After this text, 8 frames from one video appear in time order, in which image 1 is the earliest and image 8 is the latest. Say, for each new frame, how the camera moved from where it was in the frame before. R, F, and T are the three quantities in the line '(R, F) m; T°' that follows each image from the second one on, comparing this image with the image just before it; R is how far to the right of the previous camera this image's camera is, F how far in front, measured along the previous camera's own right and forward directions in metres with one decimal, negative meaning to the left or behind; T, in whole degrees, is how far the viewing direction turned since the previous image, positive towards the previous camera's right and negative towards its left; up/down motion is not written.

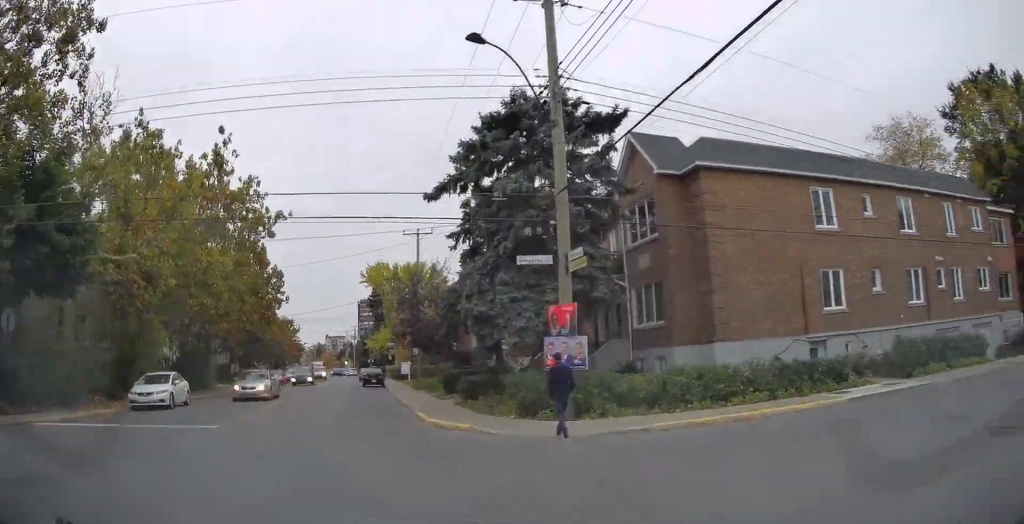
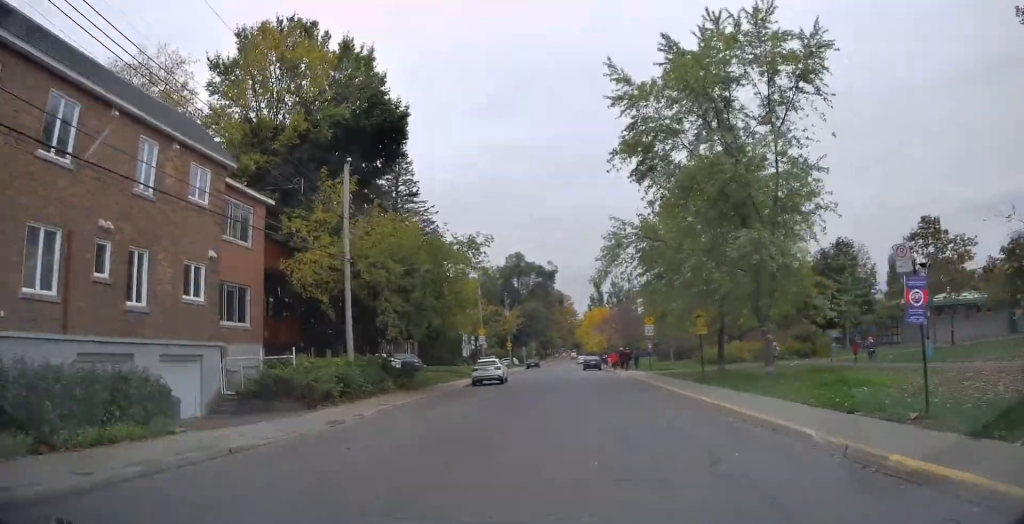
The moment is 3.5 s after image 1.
(+6.7, +15.9) m; +29°
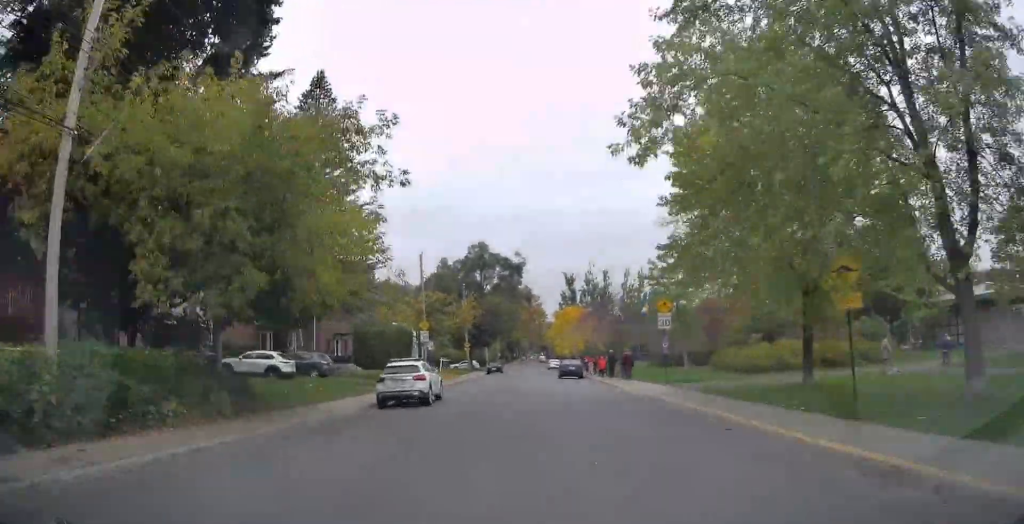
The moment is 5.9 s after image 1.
(+1.3, +13.6) m; +3°
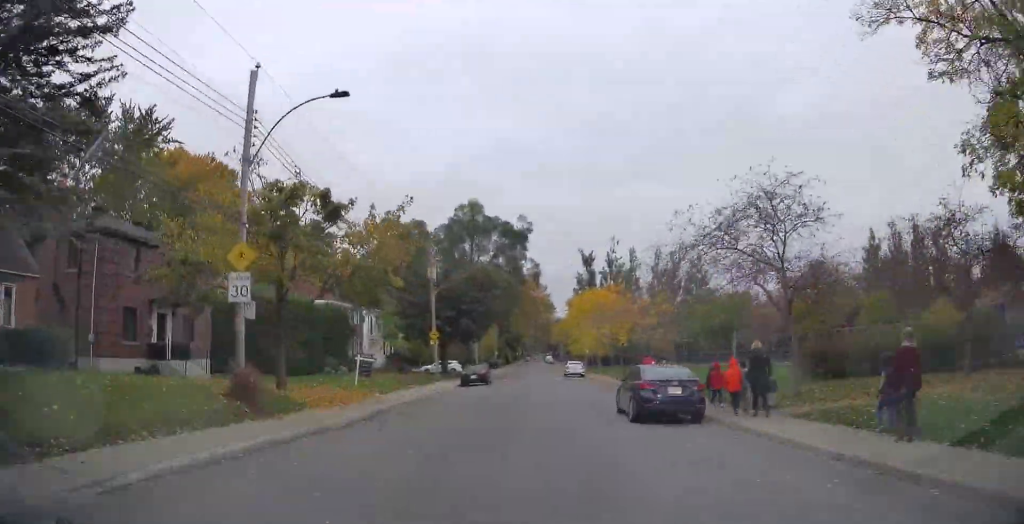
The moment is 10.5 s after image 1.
(+1.2, +28.9) m; +2°
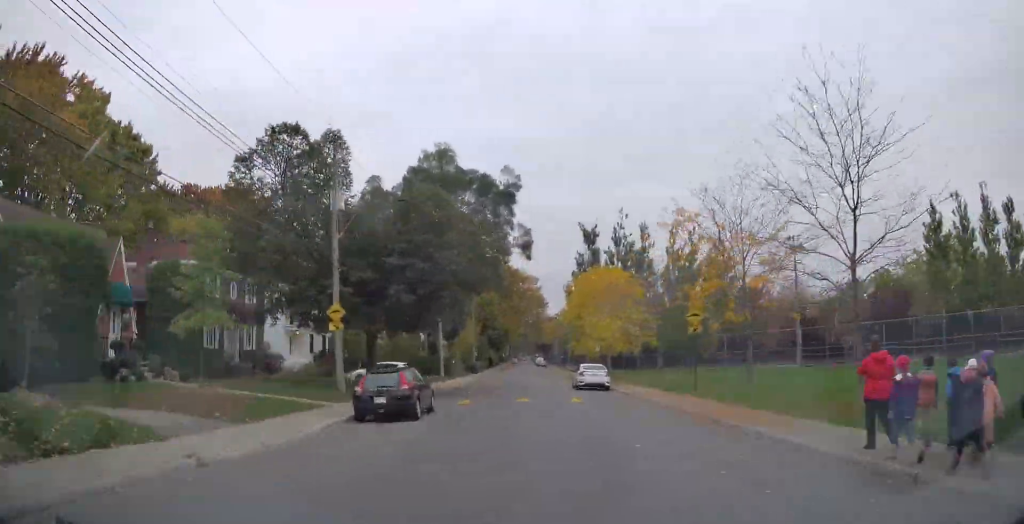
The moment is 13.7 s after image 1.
(-0.1, +22.0) m; +1°
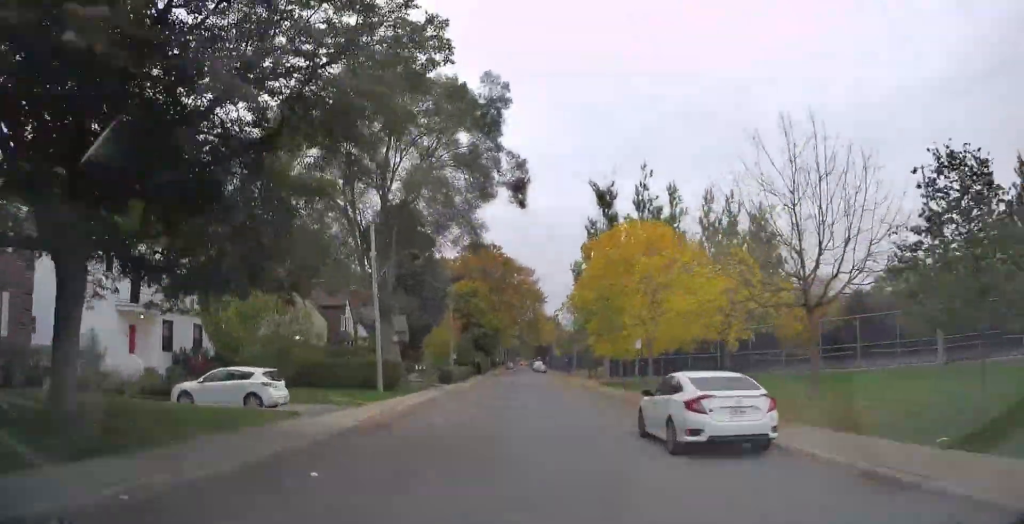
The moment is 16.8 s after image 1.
(+0.1, +22.2) m; 0°
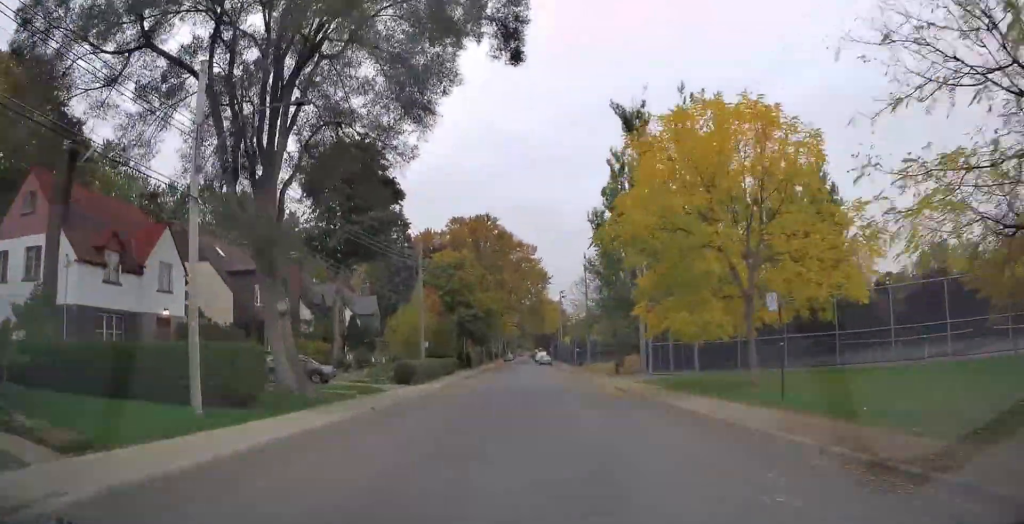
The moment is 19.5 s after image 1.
(+0.6, +20.1) m; 0°
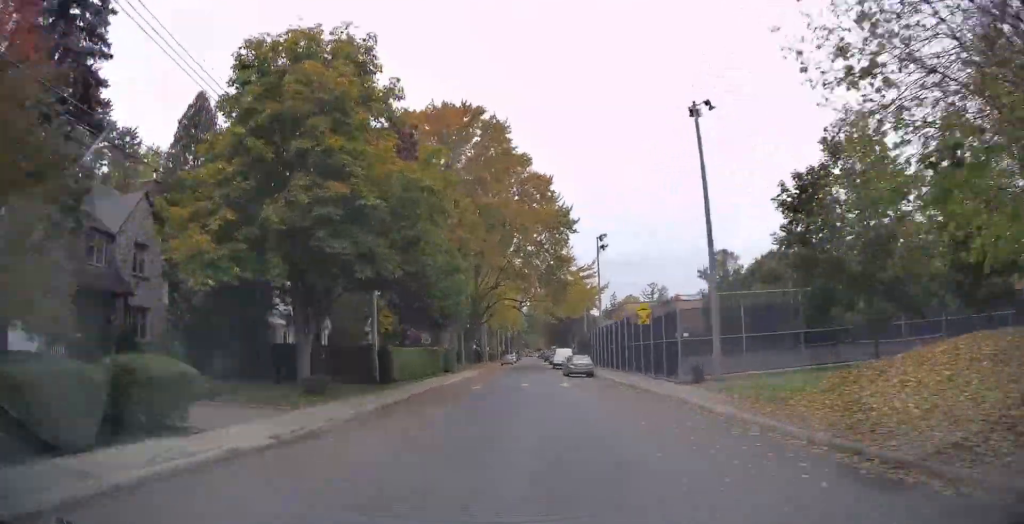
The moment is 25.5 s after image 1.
(-1.2, +47.8) m; -1°
